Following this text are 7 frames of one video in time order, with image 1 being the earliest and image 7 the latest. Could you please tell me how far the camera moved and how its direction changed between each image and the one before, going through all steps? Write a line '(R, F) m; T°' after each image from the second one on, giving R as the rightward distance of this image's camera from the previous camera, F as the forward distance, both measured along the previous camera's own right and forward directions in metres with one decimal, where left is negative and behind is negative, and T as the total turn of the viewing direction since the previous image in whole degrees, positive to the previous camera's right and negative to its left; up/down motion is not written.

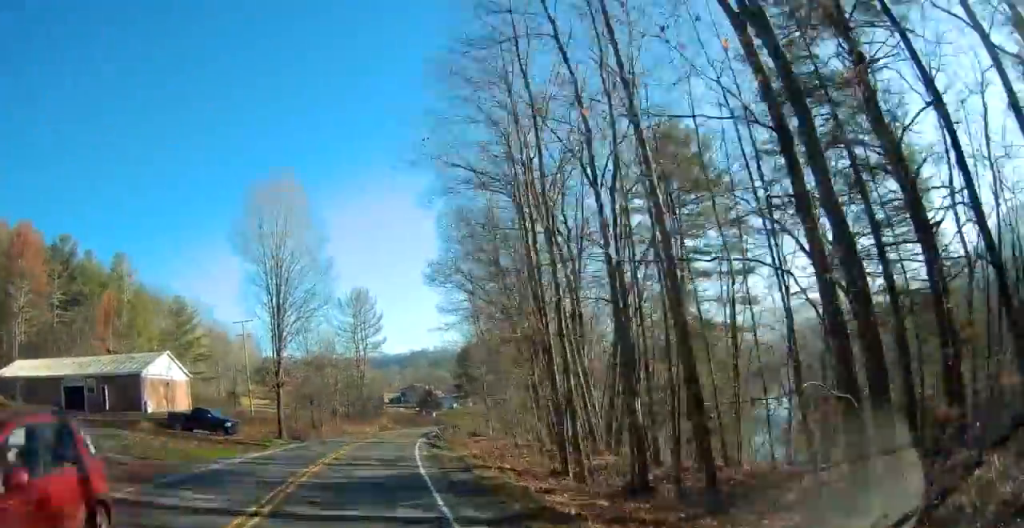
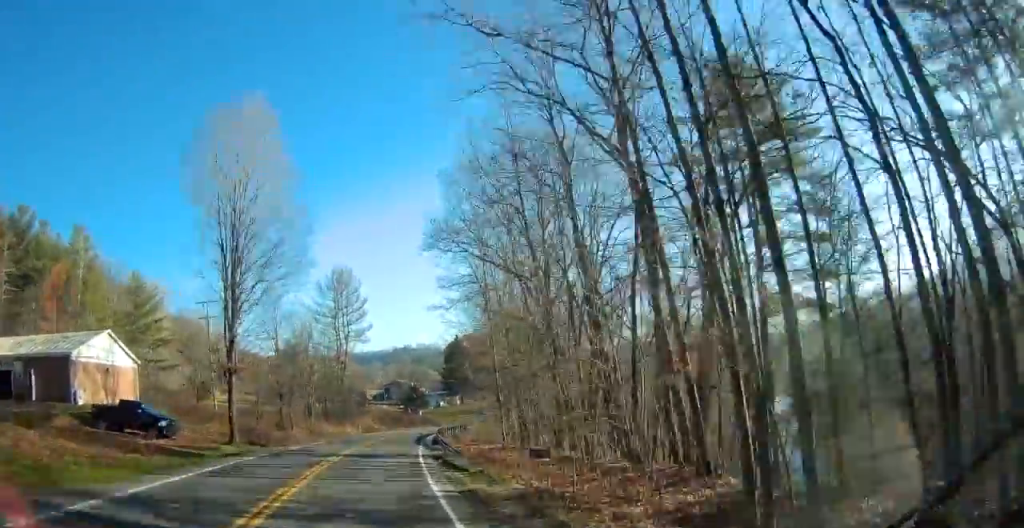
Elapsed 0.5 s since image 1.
(+0.4, +10.4) m; +2°
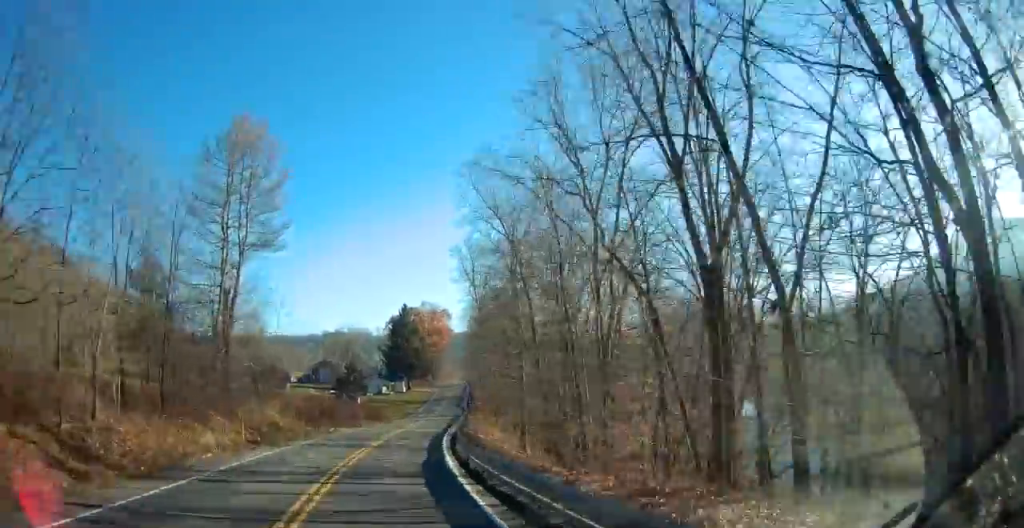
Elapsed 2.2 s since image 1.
(+2.2, +37.0) m; +7°
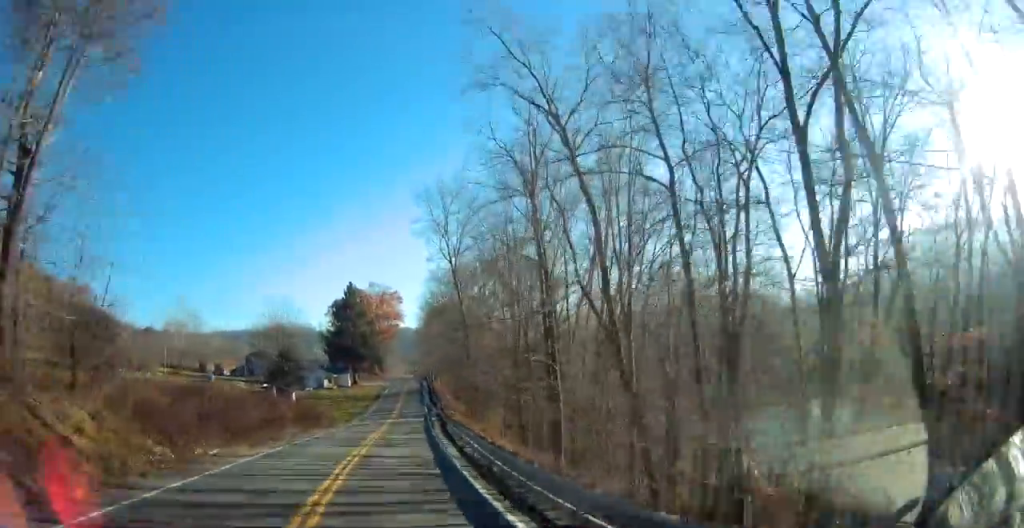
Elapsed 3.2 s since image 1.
(+0.6, +21.3) m; +3°
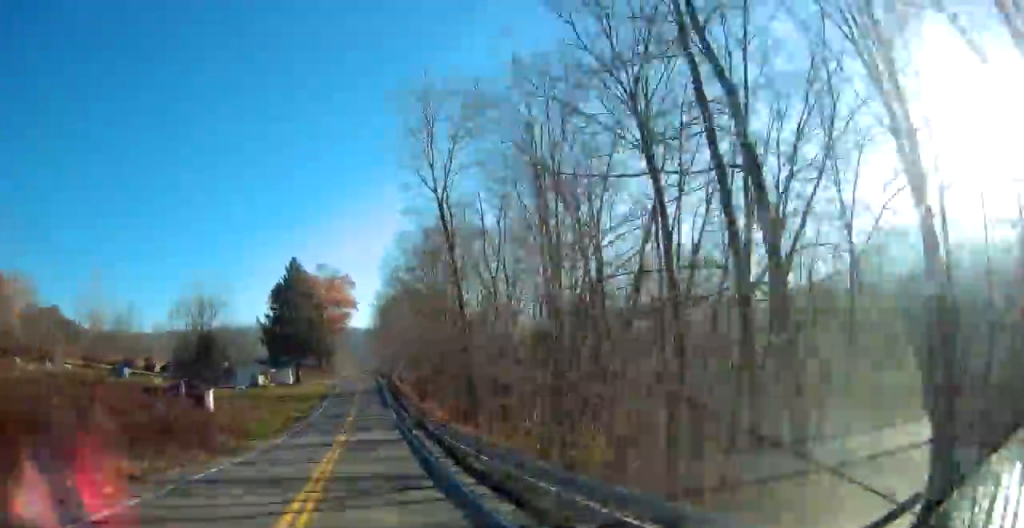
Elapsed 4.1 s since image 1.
(+0.4, +20.9) m; +4°
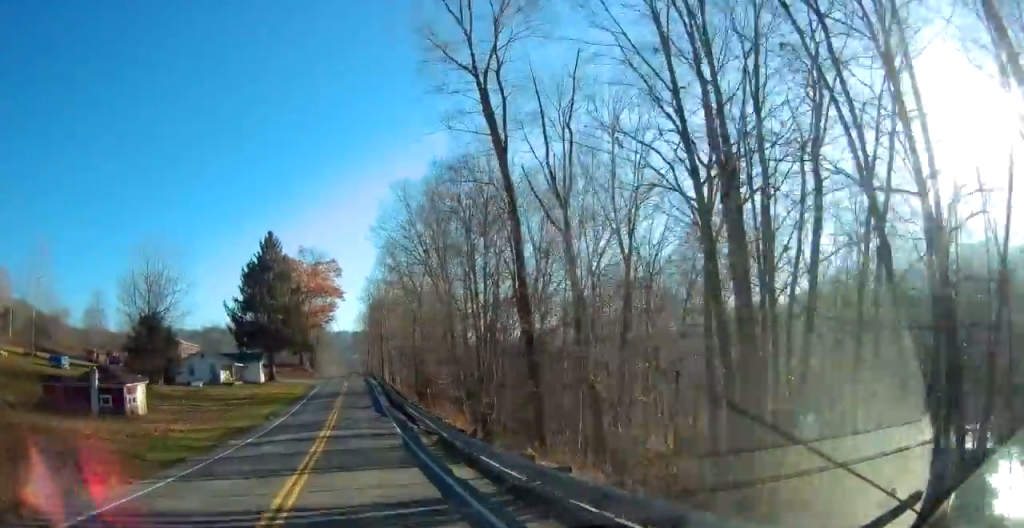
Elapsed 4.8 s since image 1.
(+0.5, +16.6) m; +4°
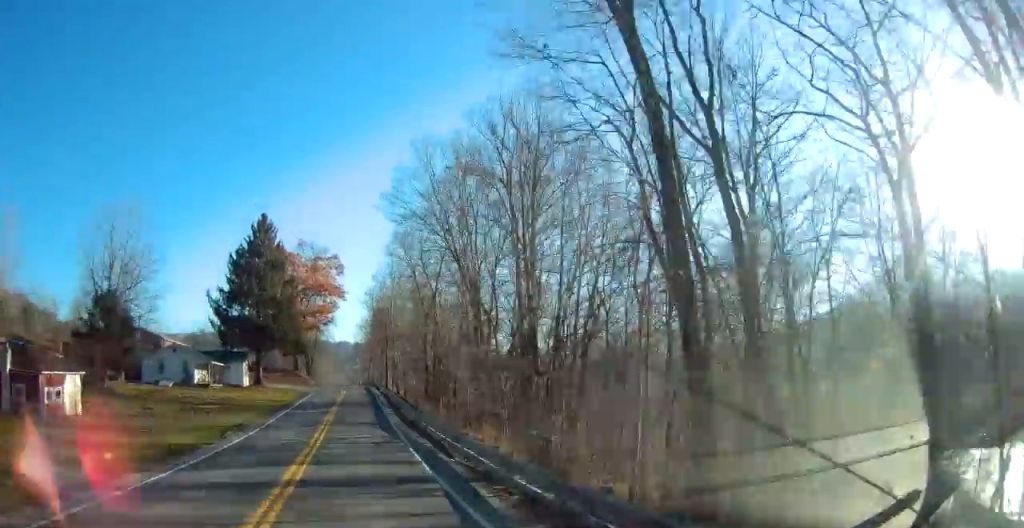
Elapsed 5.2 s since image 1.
(+0.6, +10.4) m; +1°
